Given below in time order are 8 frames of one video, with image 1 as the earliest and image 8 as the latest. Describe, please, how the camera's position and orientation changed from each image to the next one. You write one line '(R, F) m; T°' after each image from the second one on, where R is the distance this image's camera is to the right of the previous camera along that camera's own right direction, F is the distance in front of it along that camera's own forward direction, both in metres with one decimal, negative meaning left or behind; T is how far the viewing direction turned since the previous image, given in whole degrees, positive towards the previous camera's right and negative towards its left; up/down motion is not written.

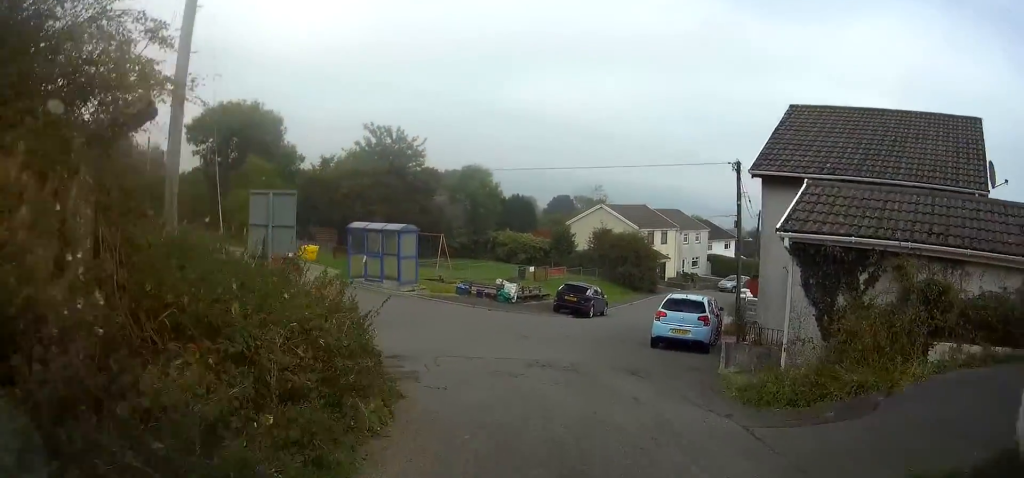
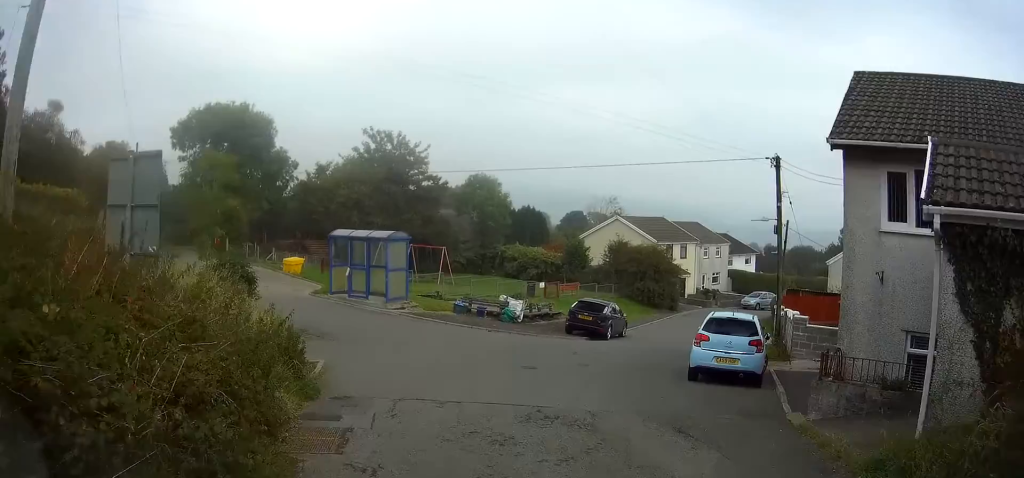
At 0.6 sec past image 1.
(0.0, +4.1) m; -1°
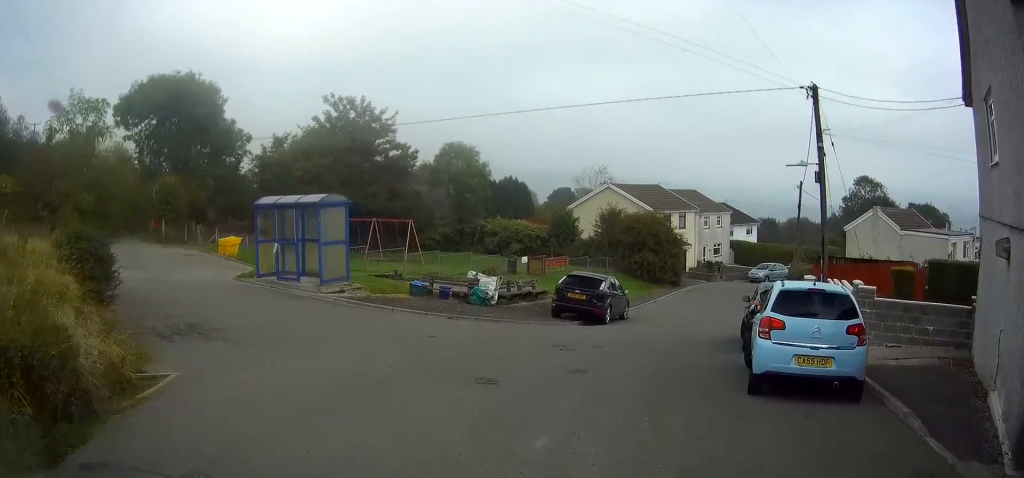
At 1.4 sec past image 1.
(0.0, +5.3) m; +1°
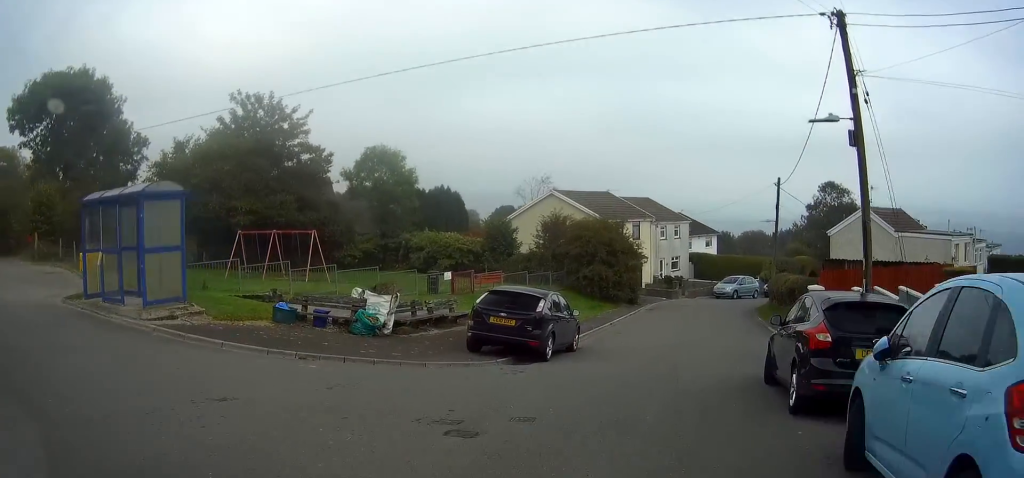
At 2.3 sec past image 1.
(0.0, +6.1) m; +6°
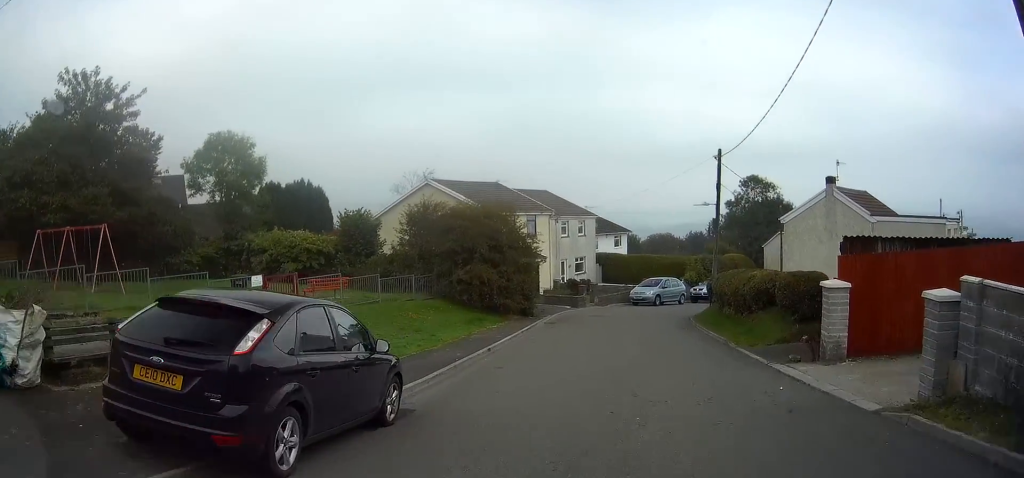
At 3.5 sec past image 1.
(+1.0, +11.3) m; +7°
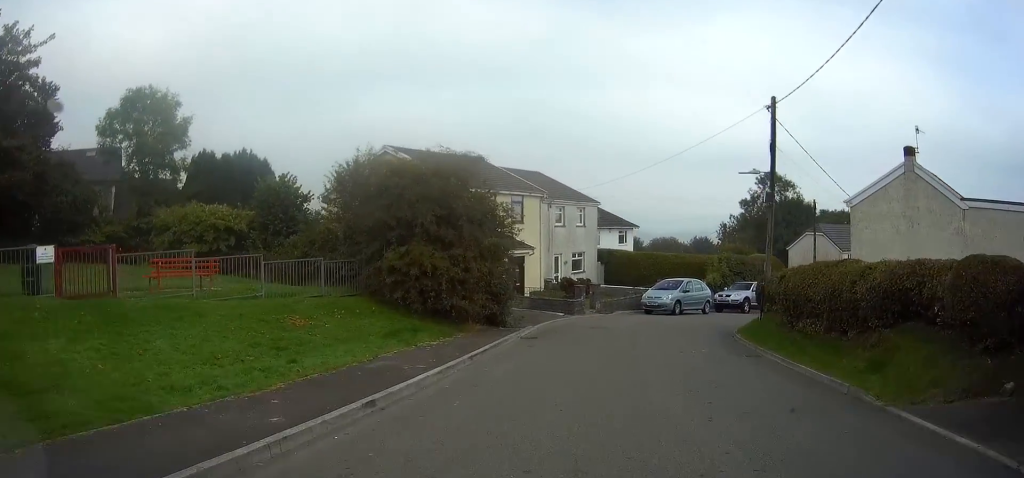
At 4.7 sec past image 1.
(+0.2, +11.2) m; 0°
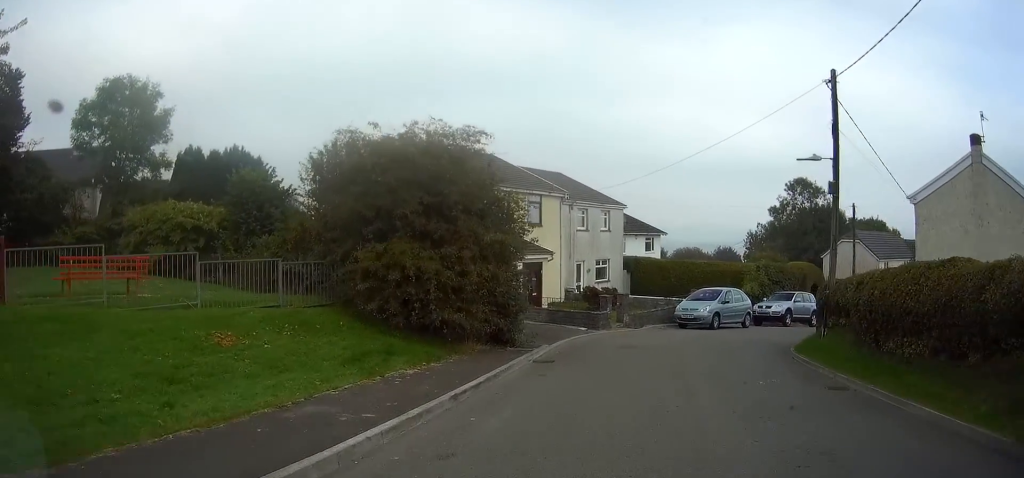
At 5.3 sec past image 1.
(0.0, +4.6) m; -1°
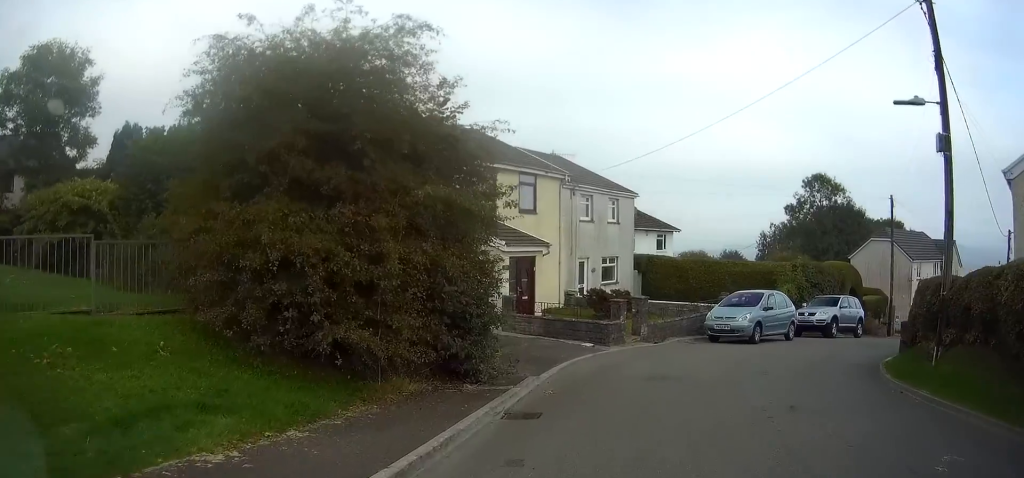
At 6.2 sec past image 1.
(-0.1, +6.7) m; -2°
